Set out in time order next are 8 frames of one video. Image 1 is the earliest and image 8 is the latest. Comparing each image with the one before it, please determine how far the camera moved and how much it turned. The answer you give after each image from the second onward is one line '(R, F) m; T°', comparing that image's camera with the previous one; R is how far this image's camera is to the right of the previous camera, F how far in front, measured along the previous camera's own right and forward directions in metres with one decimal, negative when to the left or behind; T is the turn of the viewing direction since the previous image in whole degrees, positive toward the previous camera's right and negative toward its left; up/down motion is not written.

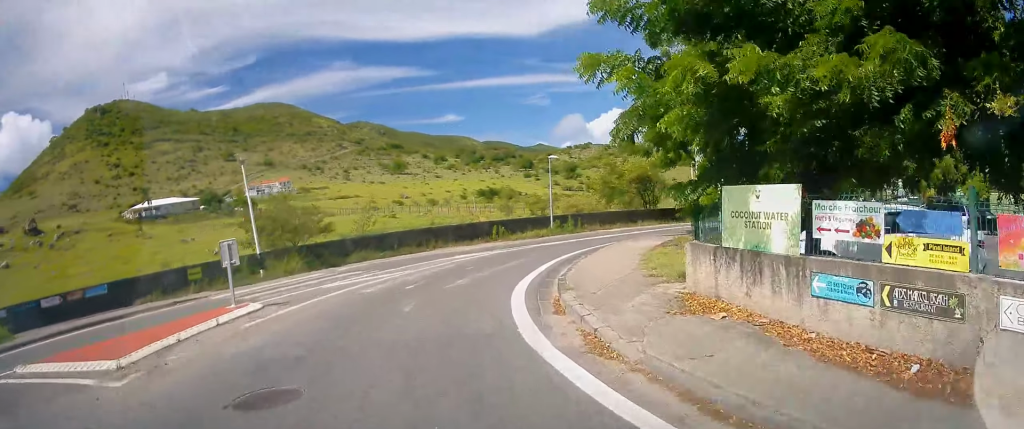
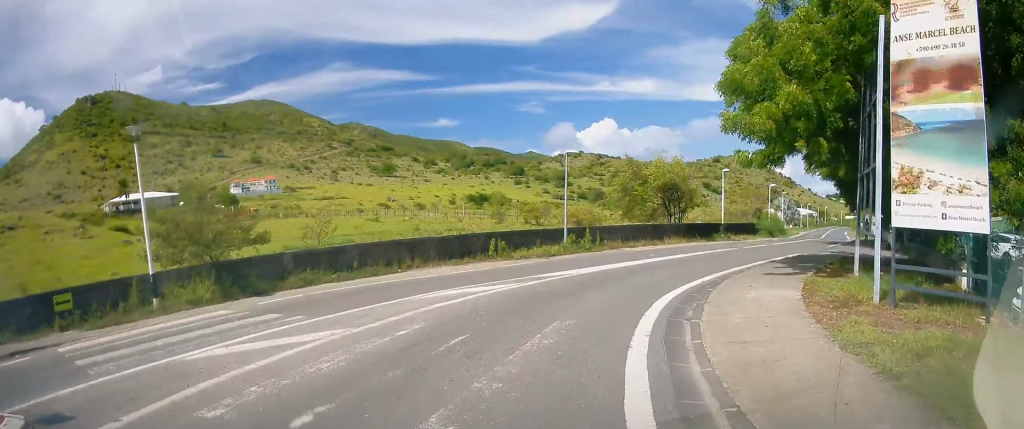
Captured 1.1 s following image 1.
(-0.7, +7.0) m; 0°
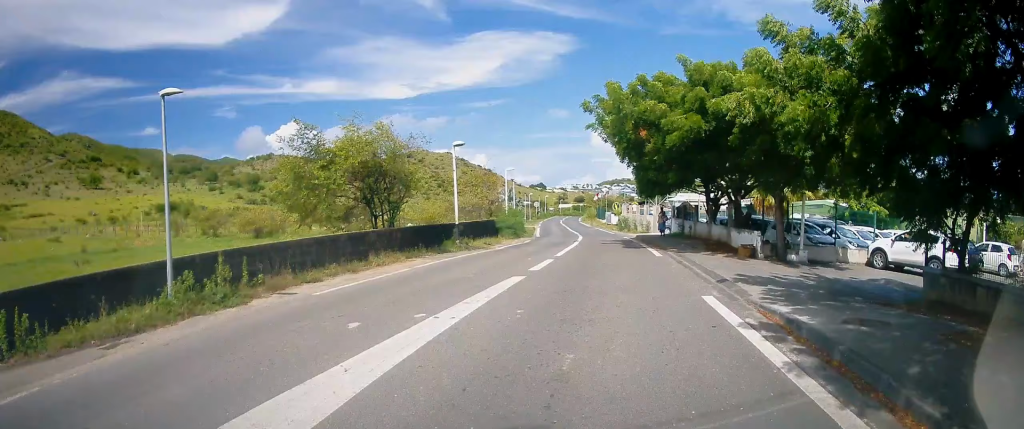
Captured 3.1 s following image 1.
(+3.0, +12.4) m; +28°
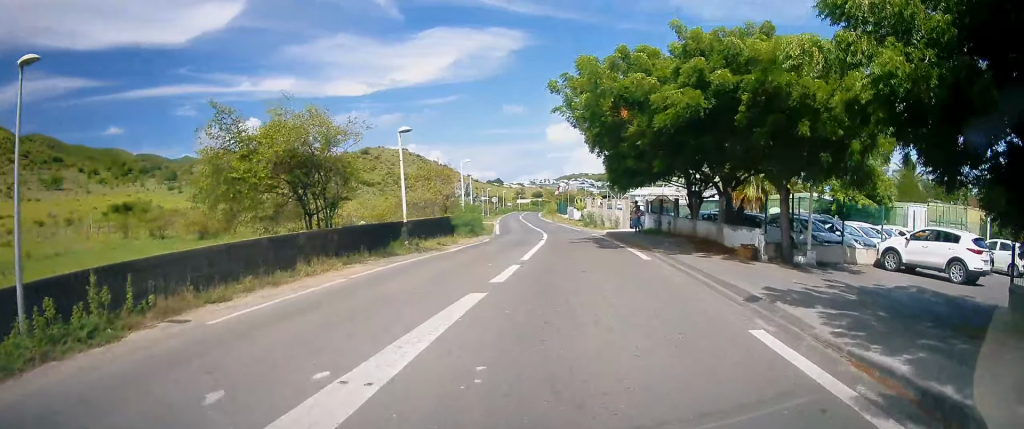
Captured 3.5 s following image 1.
(-0.1, +3.1) m; +6°
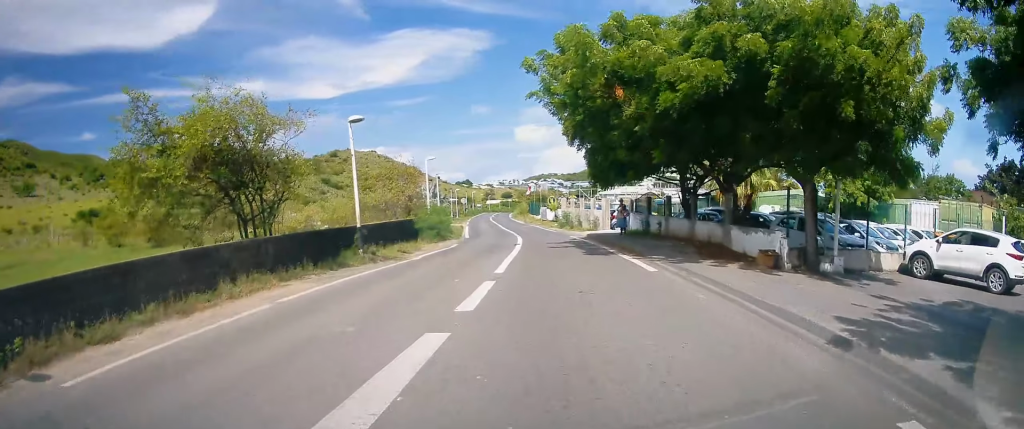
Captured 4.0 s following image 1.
(+0.5, +3.0) m; +4°
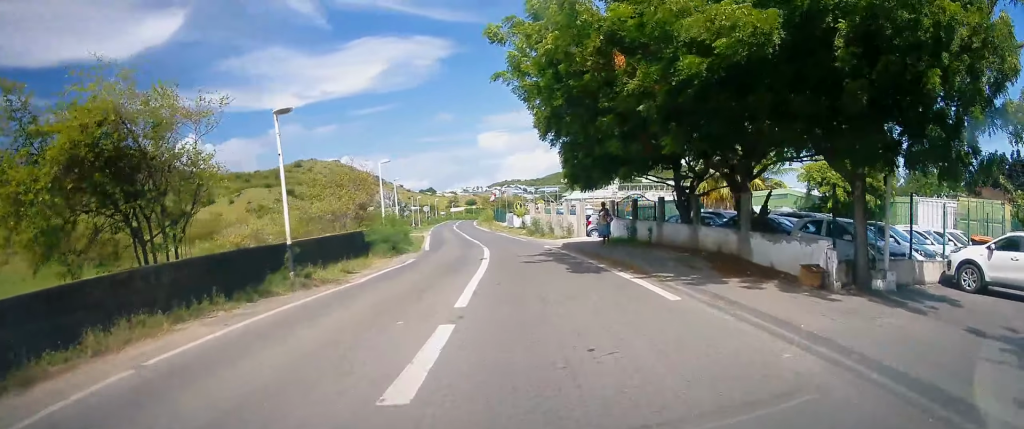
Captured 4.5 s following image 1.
(+0.3, +3.5) m; +5°
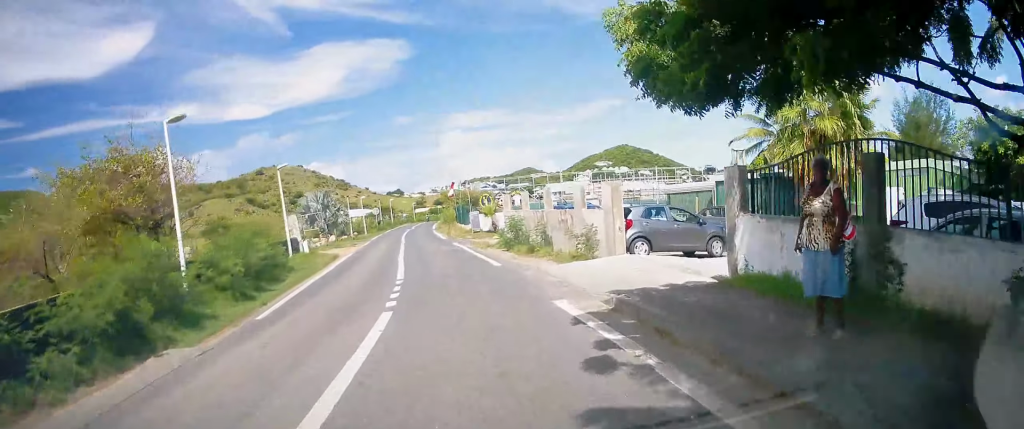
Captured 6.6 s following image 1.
(+0.5, +16.4) m; 0°
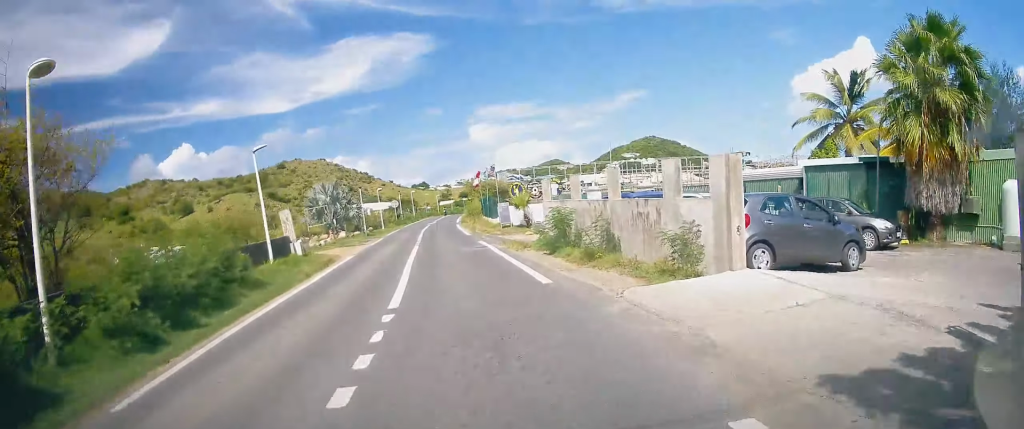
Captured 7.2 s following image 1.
(-0.3, +5.5) m; -1°
